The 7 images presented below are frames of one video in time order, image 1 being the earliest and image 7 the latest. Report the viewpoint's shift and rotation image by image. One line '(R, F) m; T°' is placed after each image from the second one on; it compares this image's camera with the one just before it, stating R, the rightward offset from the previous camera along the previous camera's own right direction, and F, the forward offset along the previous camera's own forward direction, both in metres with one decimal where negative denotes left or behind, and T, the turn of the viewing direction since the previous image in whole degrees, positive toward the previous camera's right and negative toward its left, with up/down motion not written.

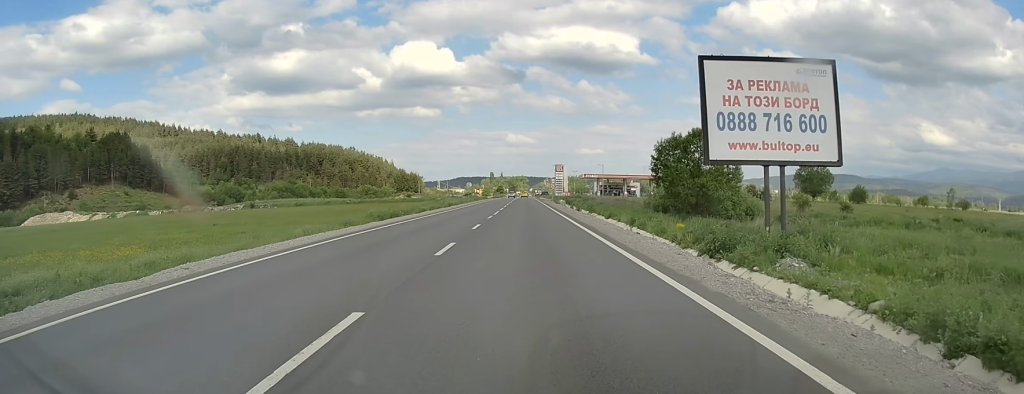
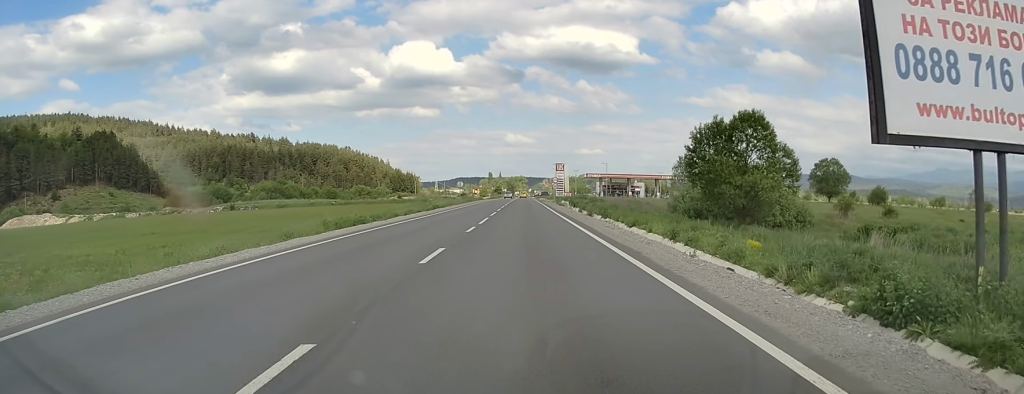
(+0.2, +10.6) m; 0°
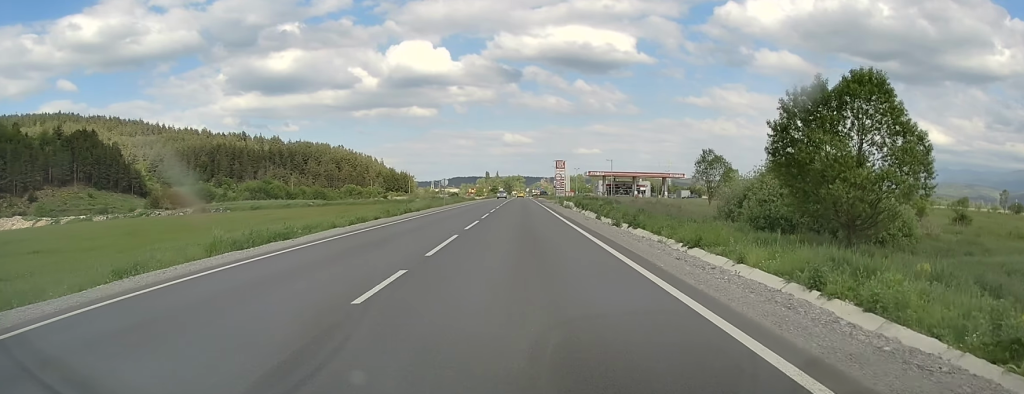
(-0.2, +13.1) m; 0°
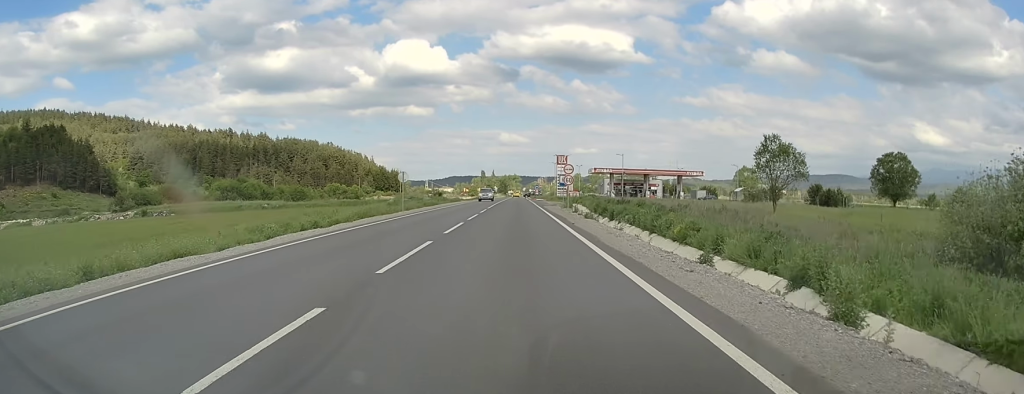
(+0.3, +21.1) m; 0°
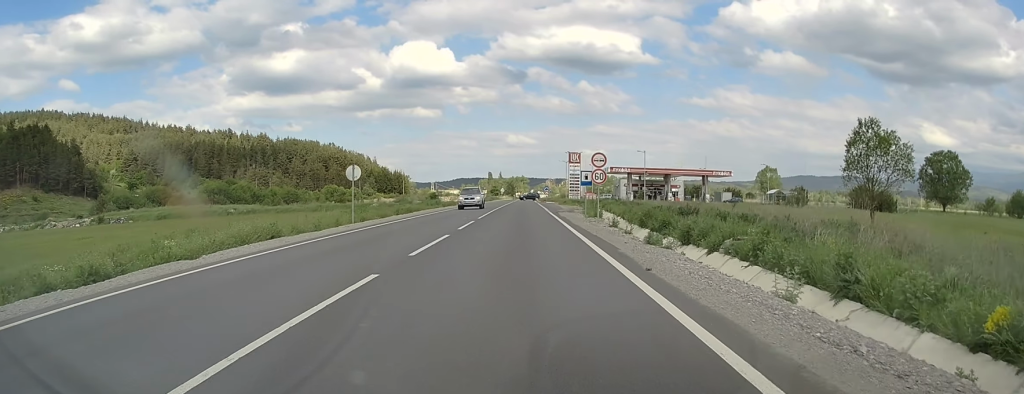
(-0.4, +15.3) m; -1°
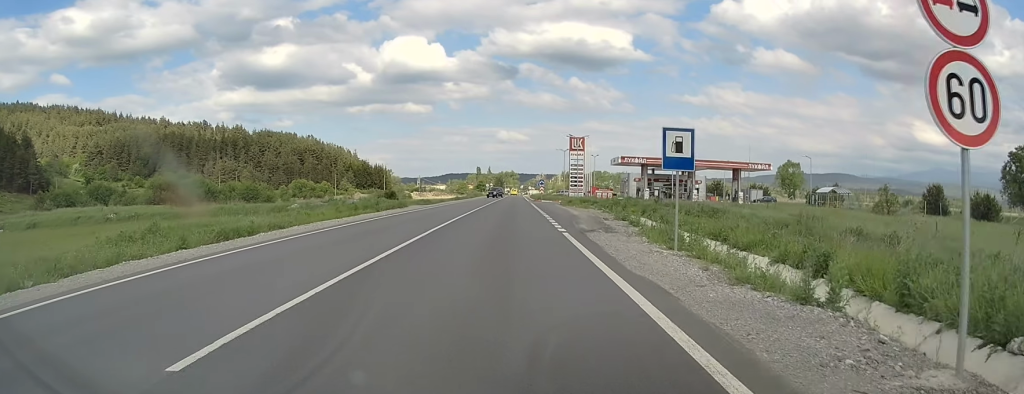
(+0.2, +26.9) m; +1°
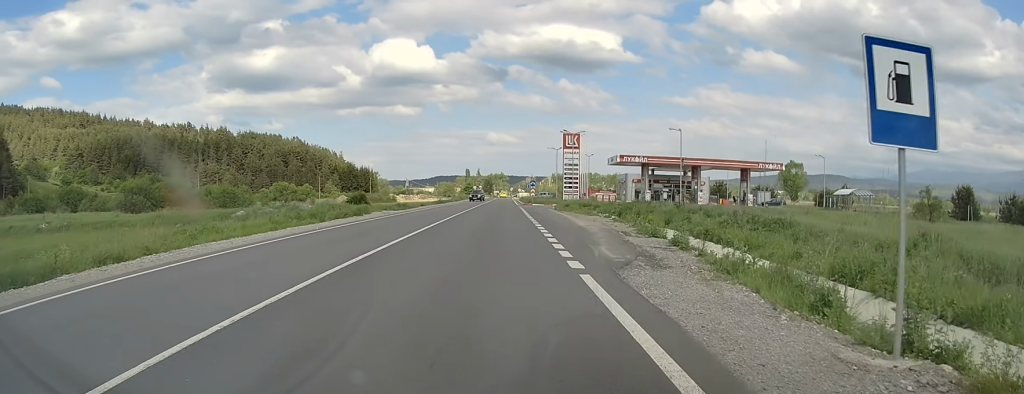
(0.0, +9.6) m; +1°
